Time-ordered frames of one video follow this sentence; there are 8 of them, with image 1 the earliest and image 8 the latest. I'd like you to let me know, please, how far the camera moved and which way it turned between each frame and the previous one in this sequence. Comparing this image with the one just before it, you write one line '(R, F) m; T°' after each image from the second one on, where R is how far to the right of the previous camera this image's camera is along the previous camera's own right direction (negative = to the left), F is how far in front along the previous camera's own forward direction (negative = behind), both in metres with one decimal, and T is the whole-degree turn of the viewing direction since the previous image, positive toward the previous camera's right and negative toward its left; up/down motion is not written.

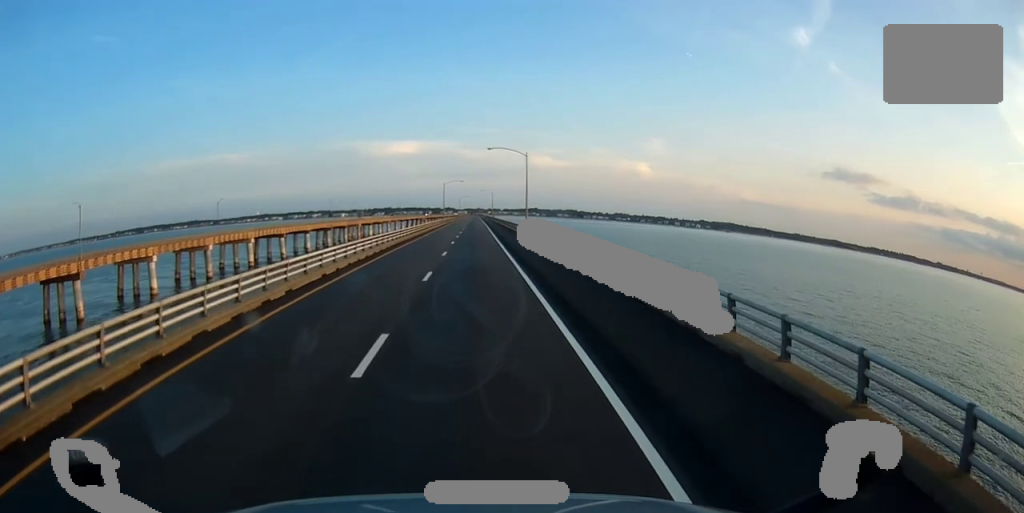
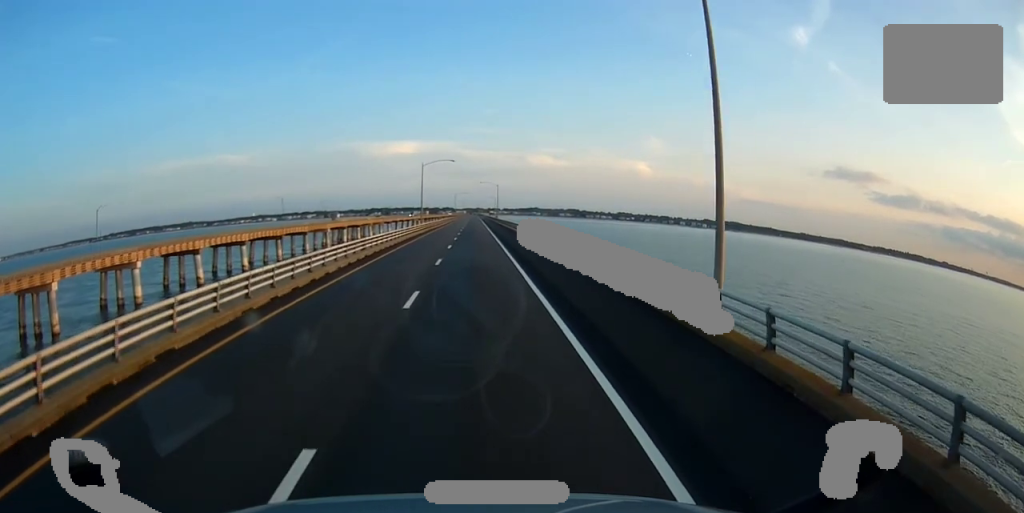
(+0.1, +54.3) m; +1°
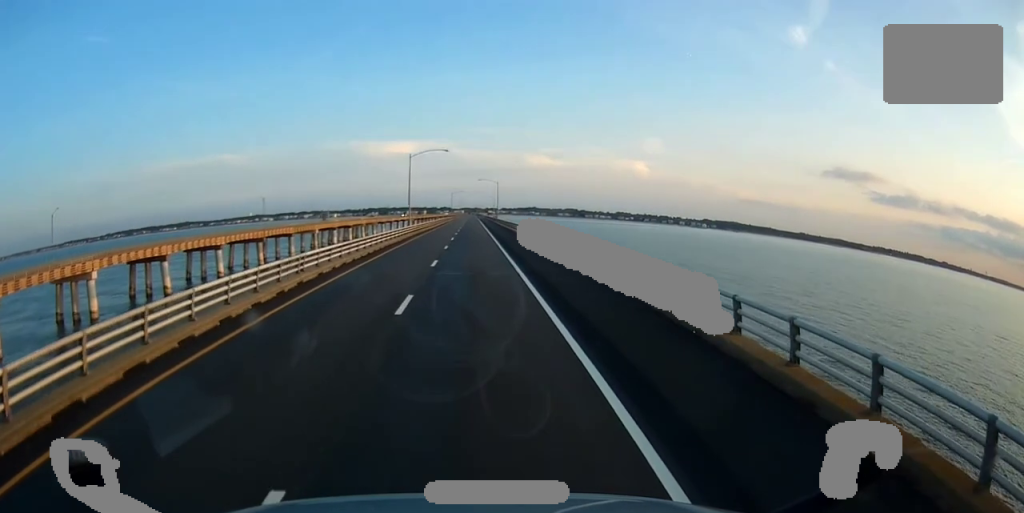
(0.0, +13.2) m; 0°
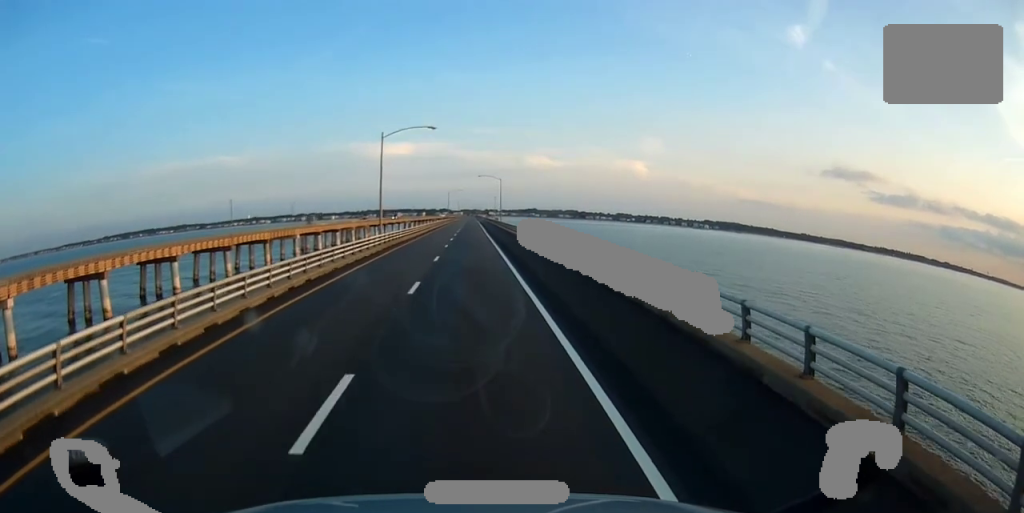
(0.0, +20.4) m; -1°
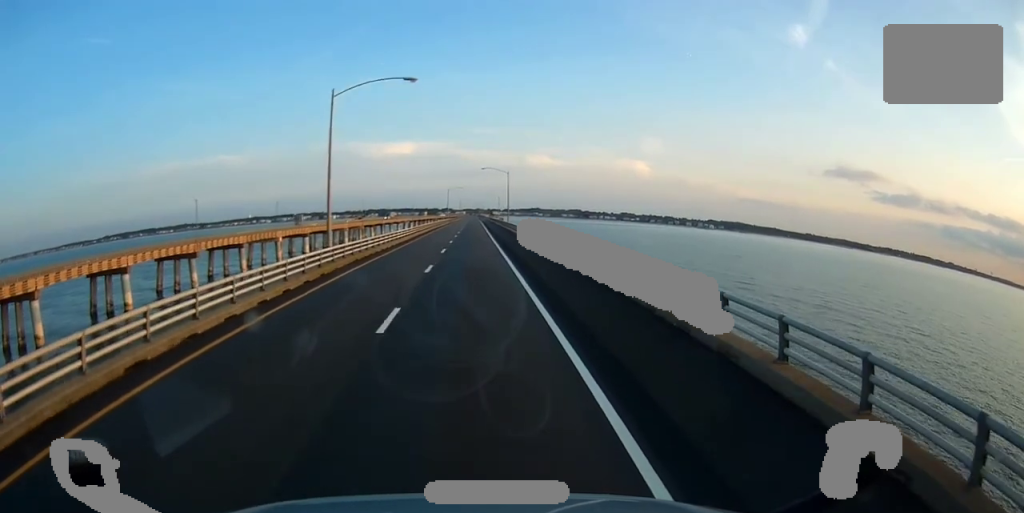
(-0.1, +18.4) m; 0°
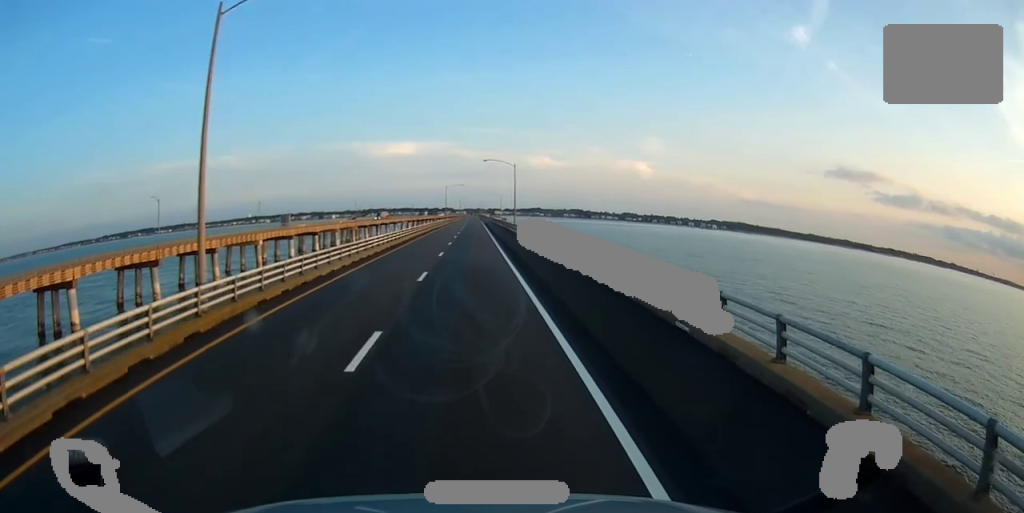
(-0.2, +15.3) m; 0°
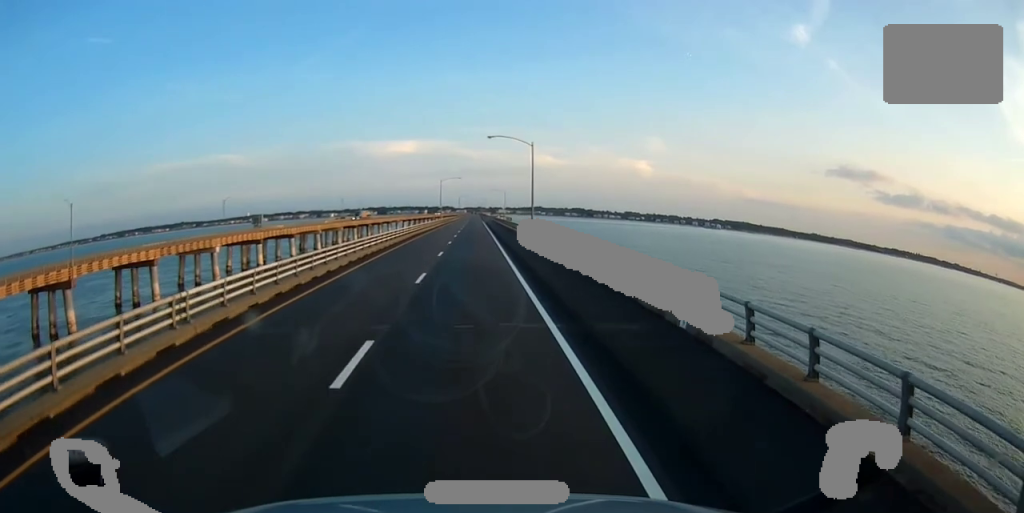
(+0.3, +25.4) m; 0°
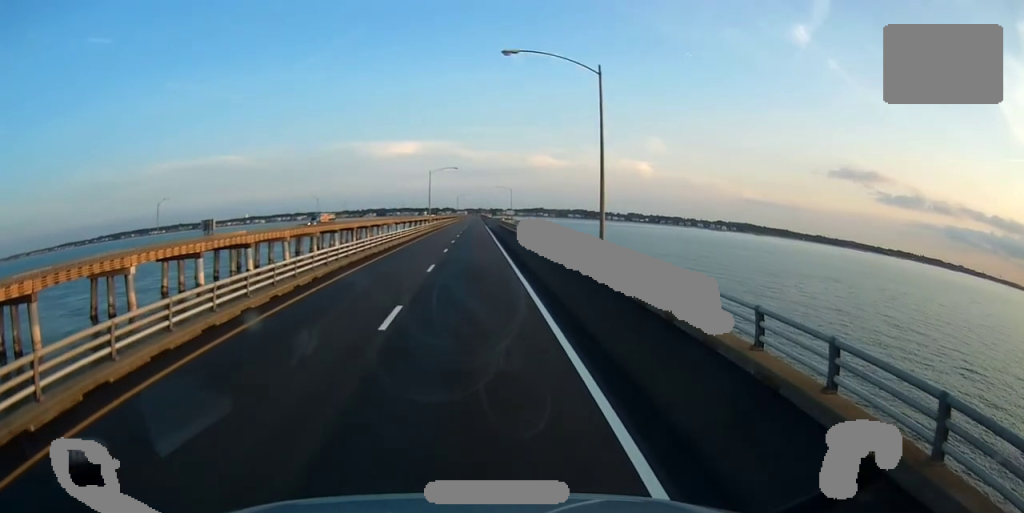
(-0.3, +32.2) m; 0°
